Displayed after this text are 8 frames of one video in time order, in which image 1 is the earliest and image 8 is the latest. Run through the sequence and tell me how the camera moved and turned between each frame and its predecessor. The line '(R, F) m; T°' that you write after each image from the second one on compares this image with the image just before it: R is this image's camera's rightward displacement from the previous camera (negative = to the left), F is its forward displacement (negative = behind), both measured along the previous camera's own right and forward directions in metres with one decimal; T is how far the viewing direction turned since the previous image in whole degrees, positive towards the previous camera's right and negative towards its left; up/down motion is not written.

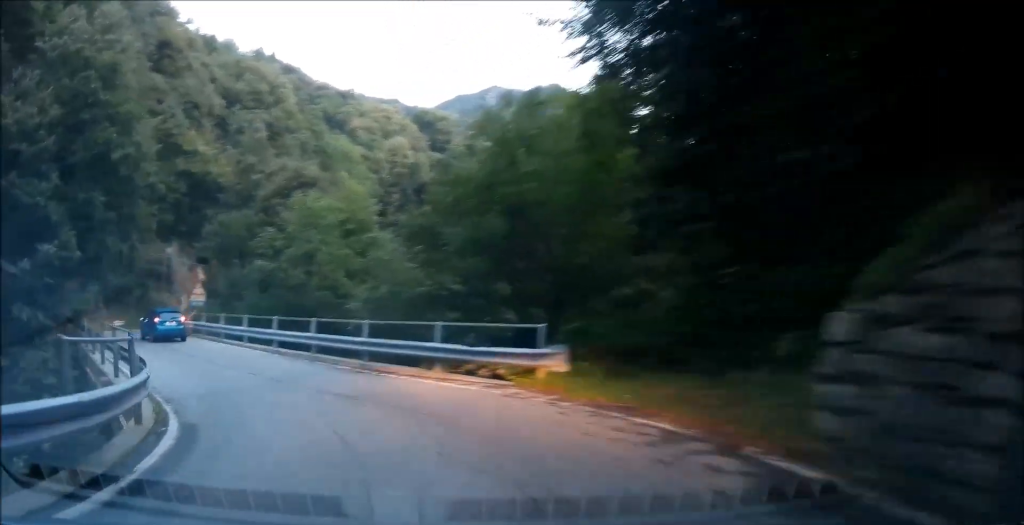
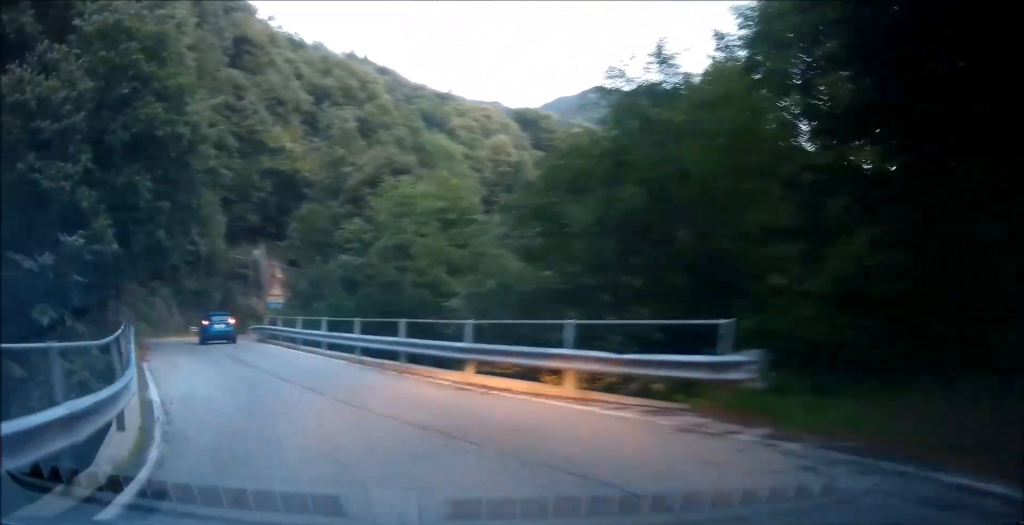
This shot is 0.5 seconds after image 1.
(0.0, +3.4) m; -9°
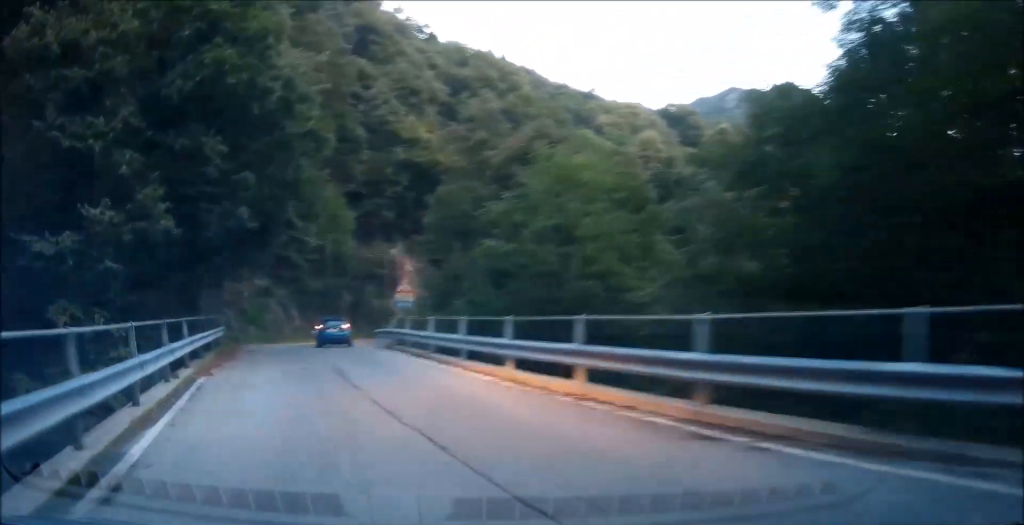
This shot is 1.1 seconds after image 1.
(-0.7, +5.0) m; -5°
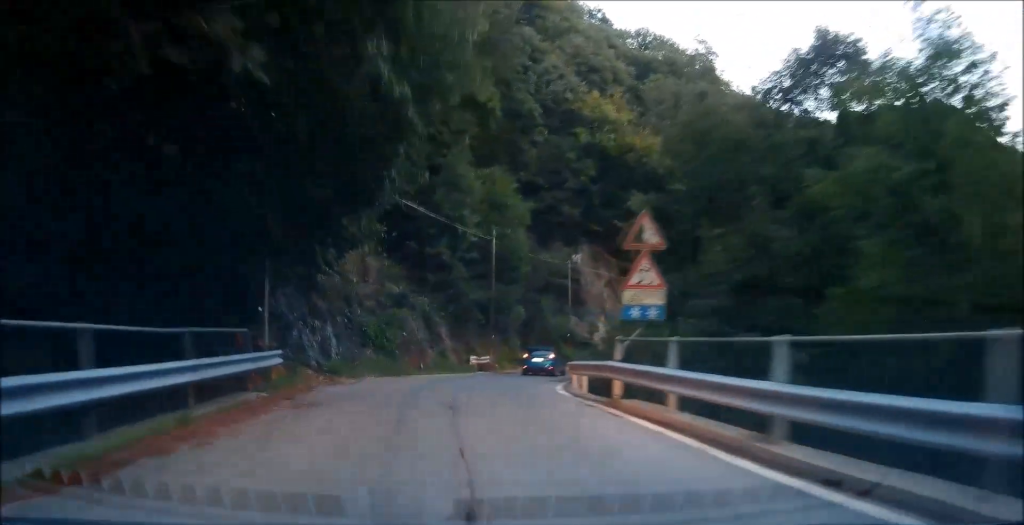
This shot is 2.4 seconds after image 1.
(-0.6, +10.8) m; -3°
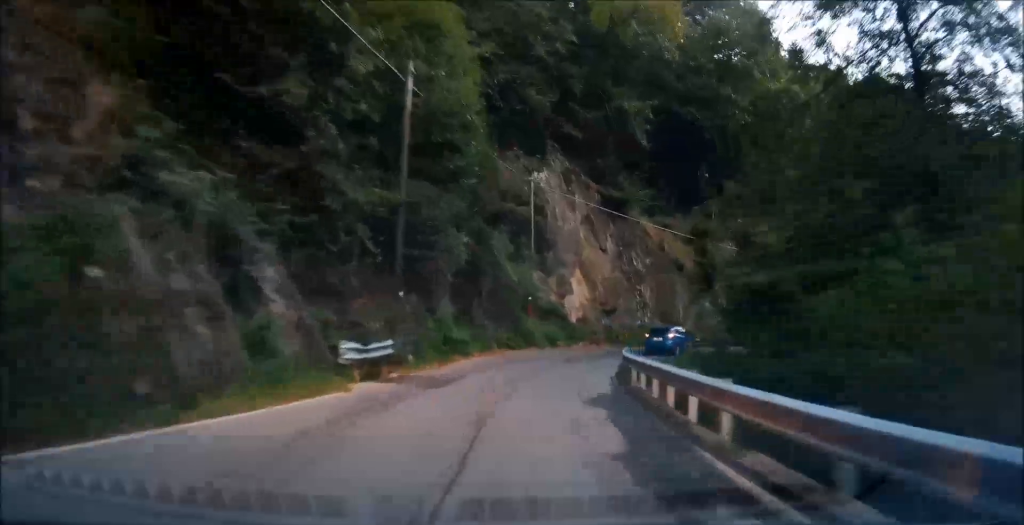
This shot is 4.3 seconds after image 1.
(-1.8, +16.7) m; -7°
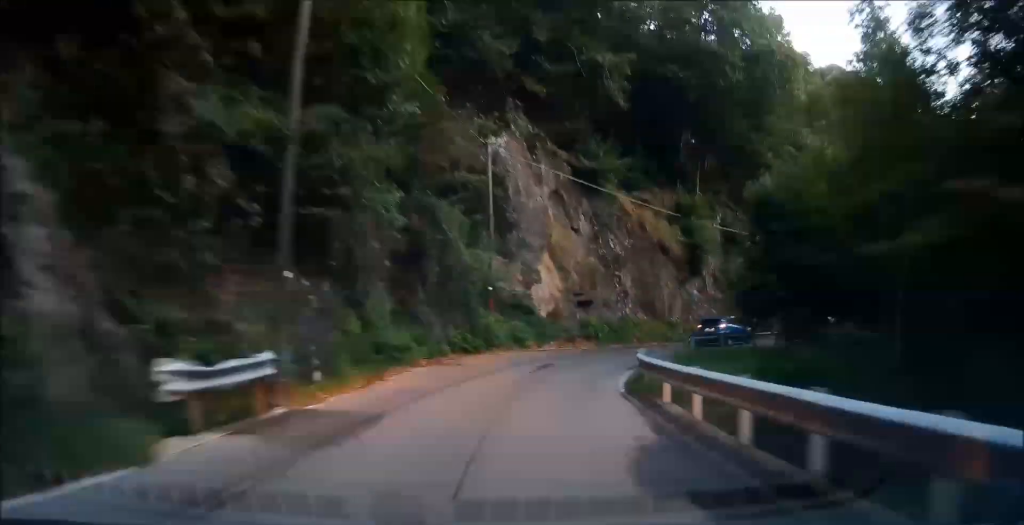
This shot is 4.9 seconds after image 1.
(+0.2, +5.3) m; +4°
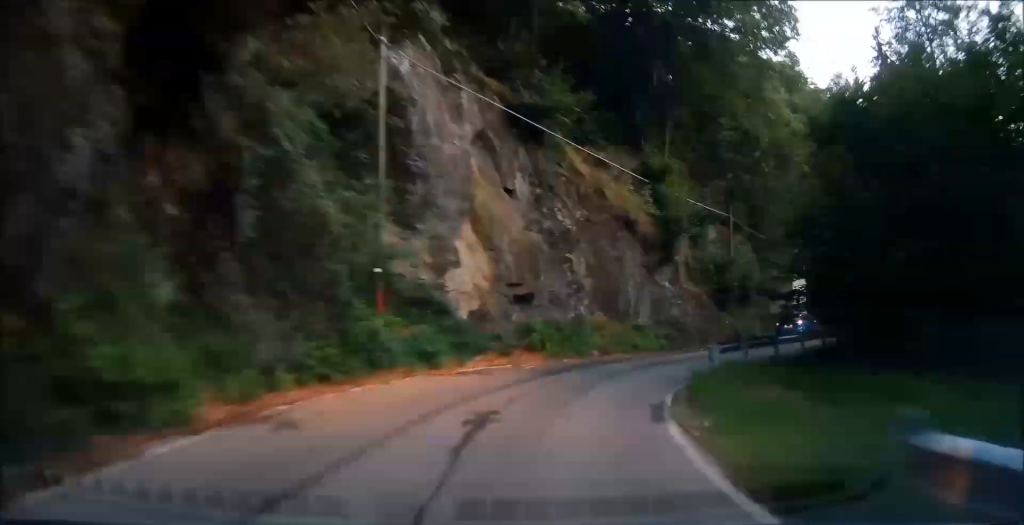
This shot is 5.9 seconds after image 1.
(+1.1, +9.3) m; +11°
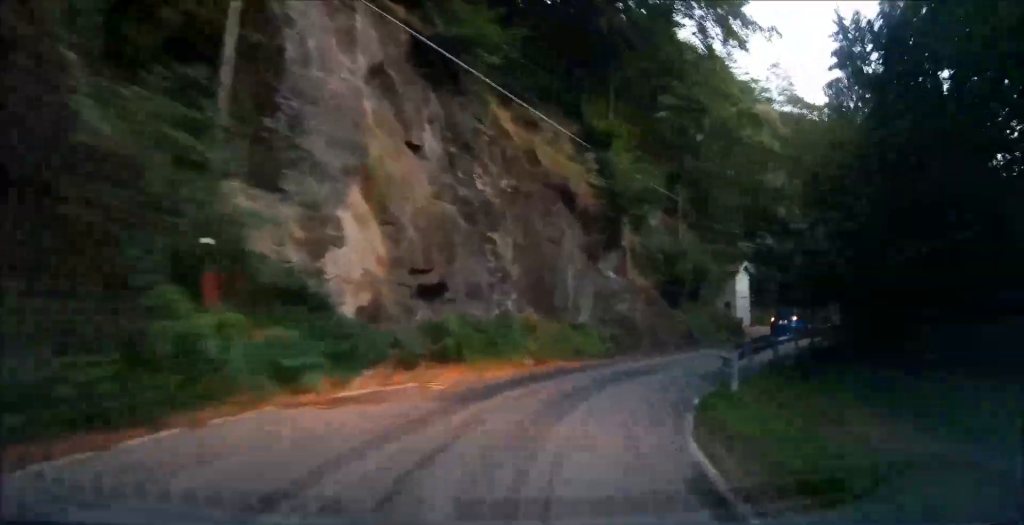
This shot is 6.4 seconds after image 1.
(-0.1, +5.6) m; +5°
